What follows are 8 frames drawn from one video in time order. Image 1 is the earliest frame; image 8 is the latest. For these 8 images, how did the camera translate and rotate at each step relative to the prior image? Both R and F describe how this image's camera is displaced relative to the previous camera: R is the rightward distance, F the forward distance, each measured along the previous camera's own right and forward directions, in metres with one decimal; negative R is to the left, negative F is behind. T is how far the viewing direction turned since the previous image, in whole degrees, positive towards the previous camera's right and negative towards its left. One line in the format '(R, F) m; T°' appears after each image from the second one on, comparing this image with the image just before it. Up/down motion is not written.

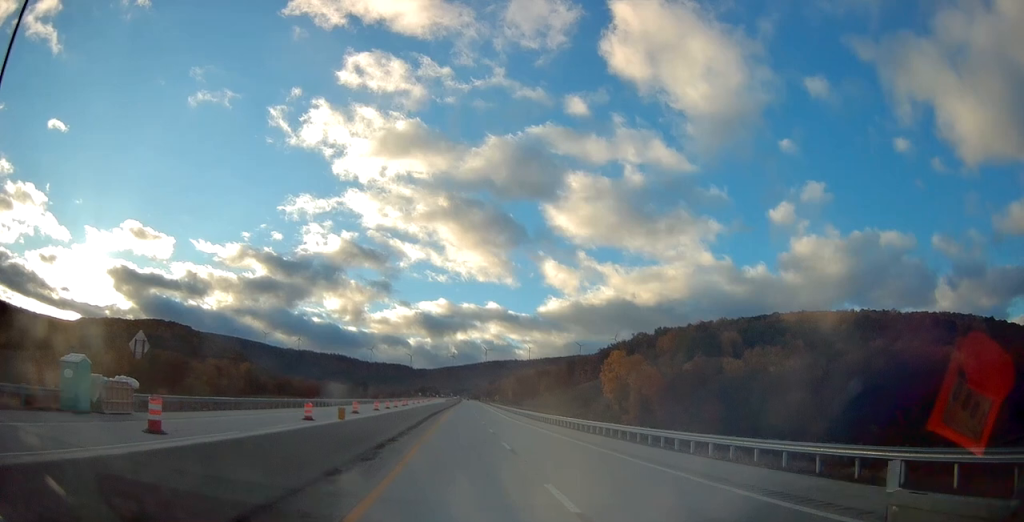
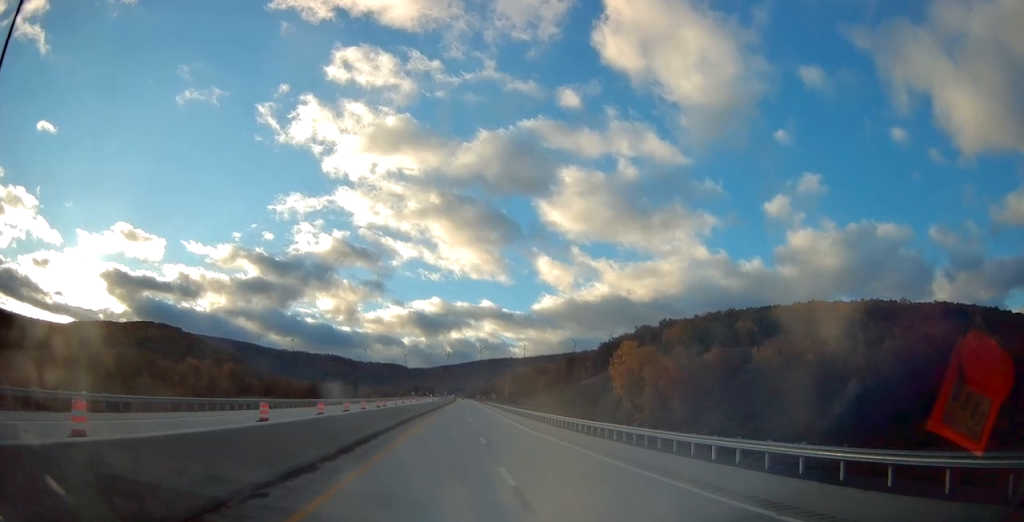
(0.0, +21.2) m; 0°
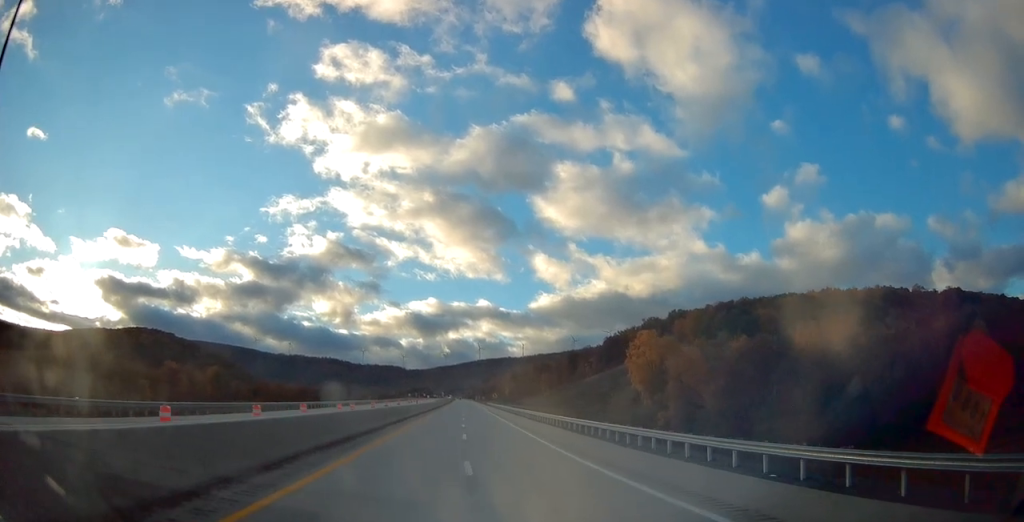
(-0.1, +22.1) m; 0°
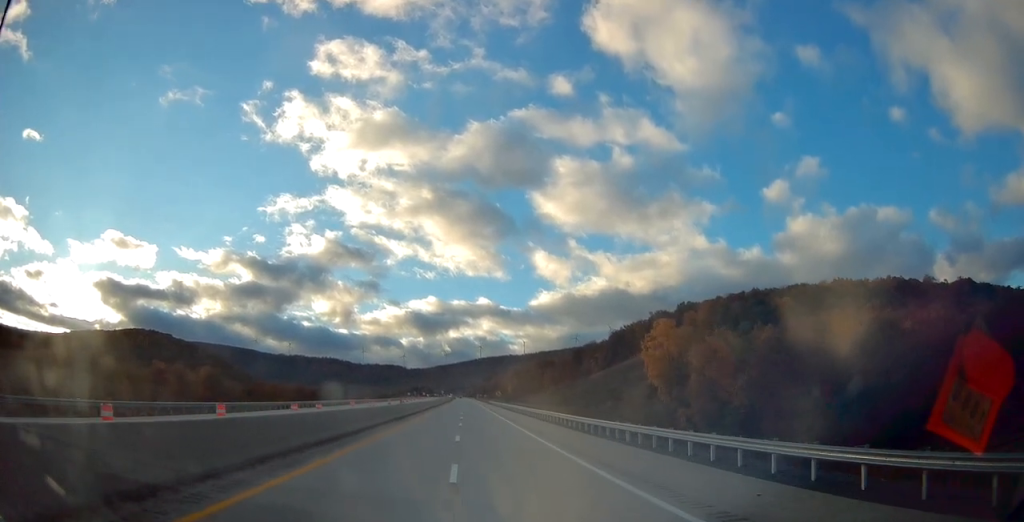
(+0.1, +14.4) m; 0°
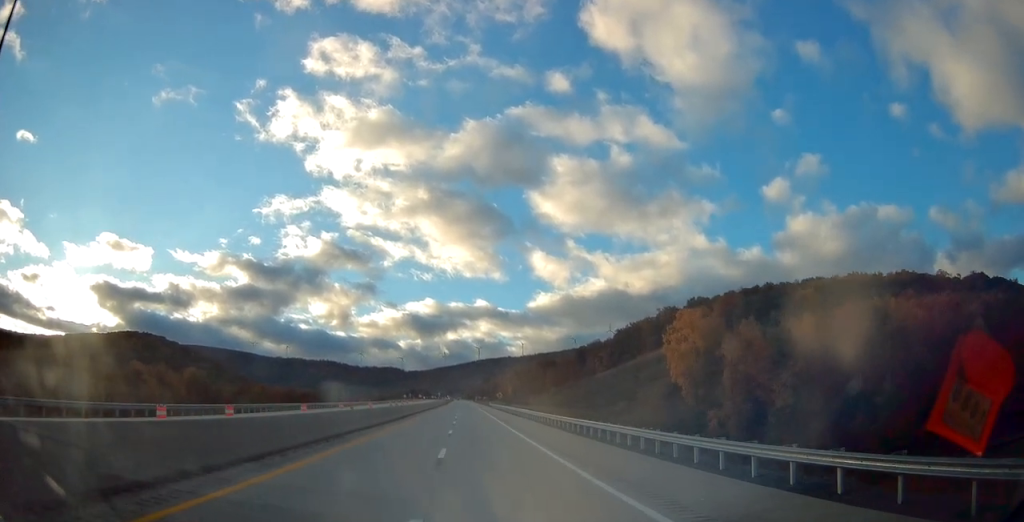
(0.0, +18.8) m; 0°
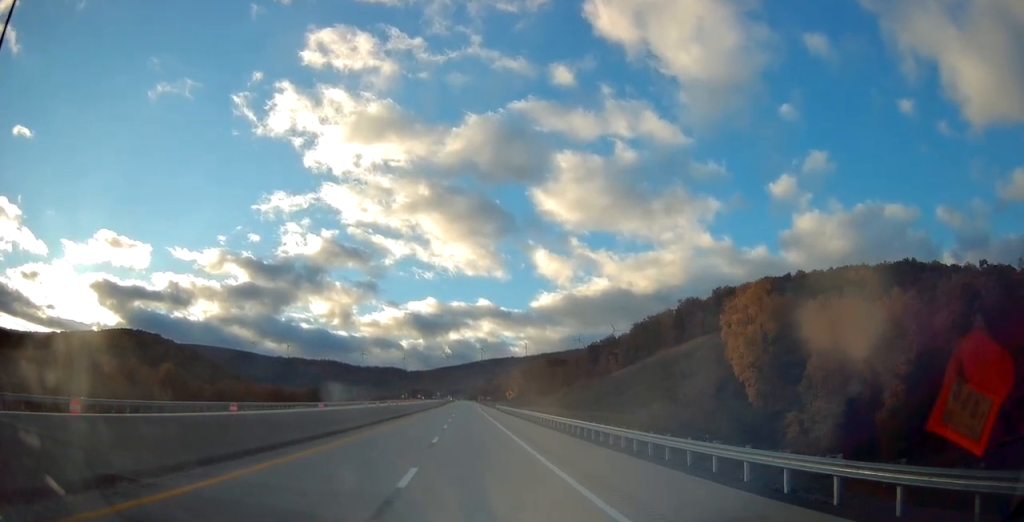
(-0.2, +30.7) m; -1°
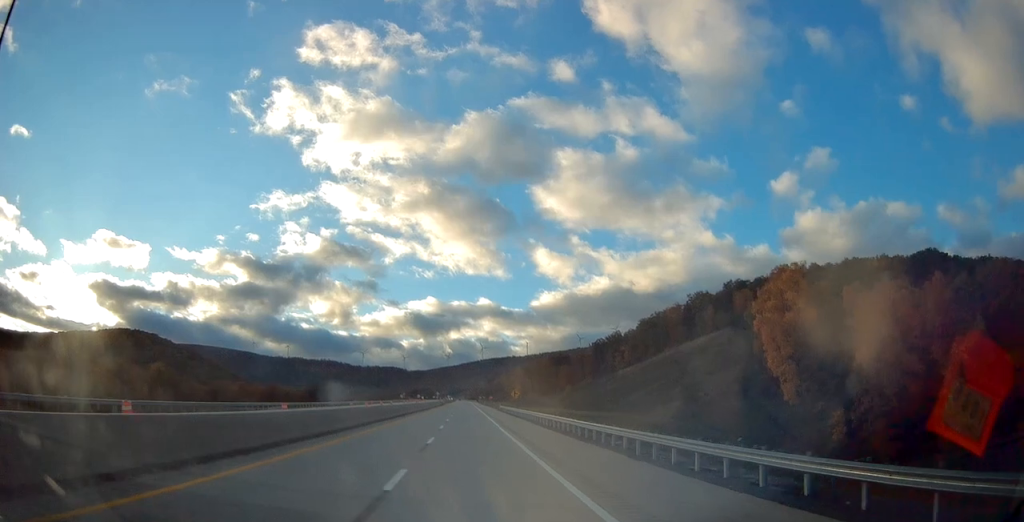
(0.0, +12.4) m; 0°
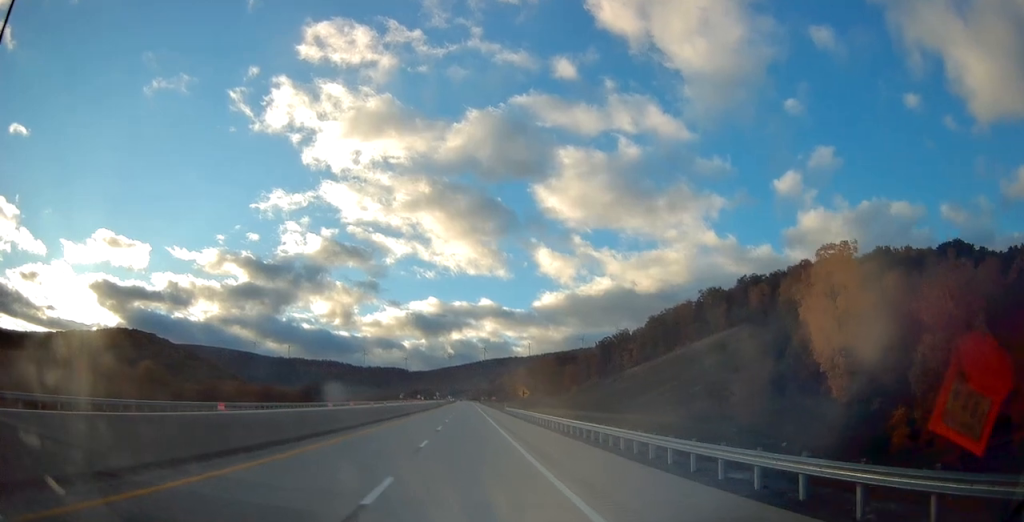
(0.0, +13.3) m; 0°
